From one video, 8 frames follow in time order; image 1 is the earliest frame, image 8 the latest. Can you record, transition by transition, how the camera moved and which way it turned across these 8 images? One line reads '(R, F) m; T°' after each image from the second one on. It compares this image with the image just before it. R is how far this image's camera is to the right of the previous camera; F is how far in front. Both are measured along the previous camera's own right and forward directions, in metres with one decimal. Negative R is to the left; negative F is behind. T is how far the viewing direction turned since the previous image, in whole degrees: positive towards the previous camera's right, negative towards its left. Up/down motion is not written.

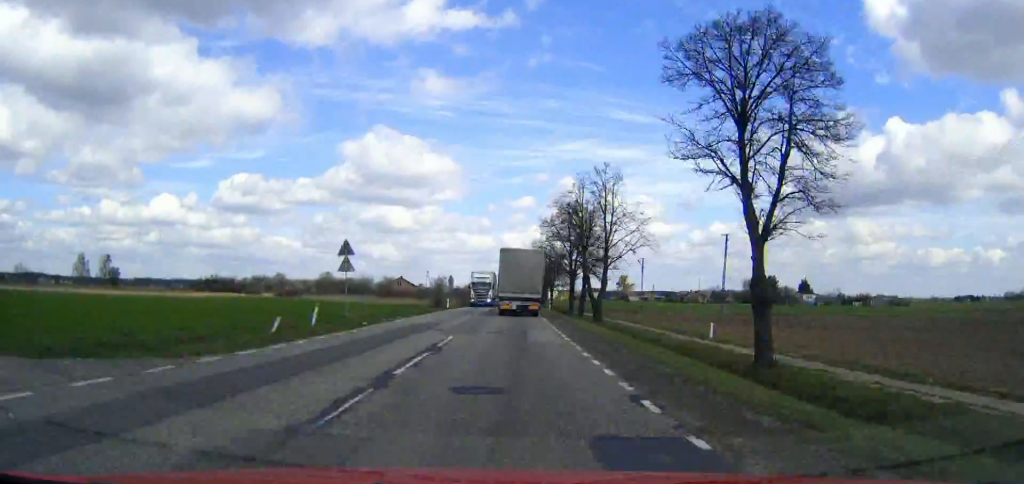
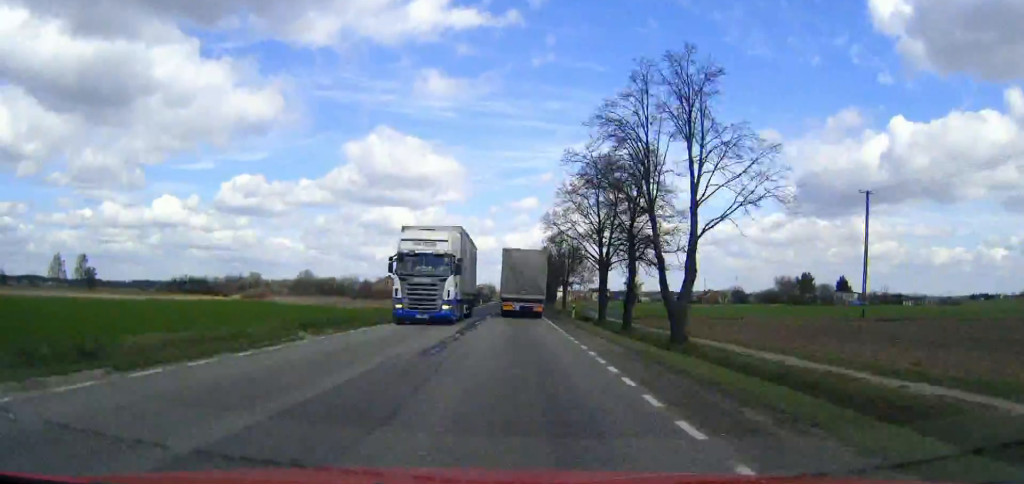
(0.0, +29.6) m; 0°
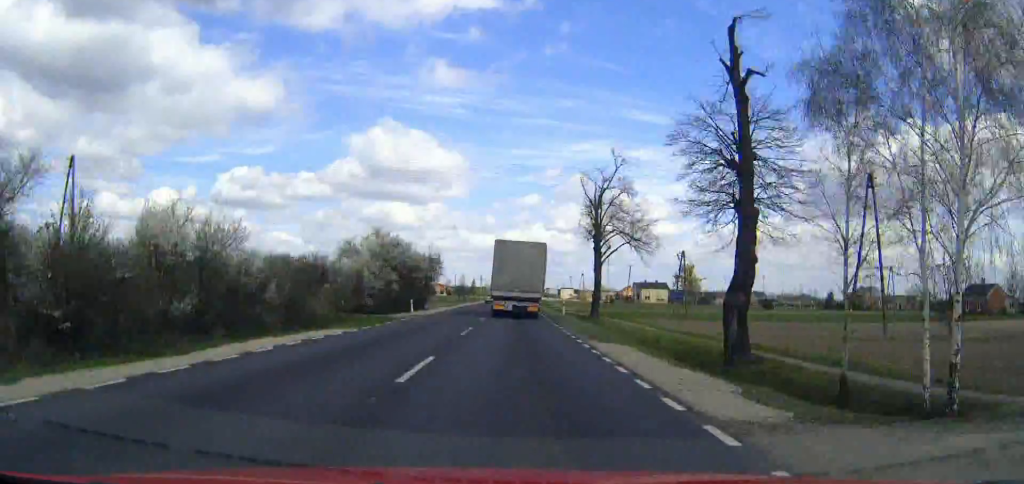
(-0.1, +198.0) m; 0°
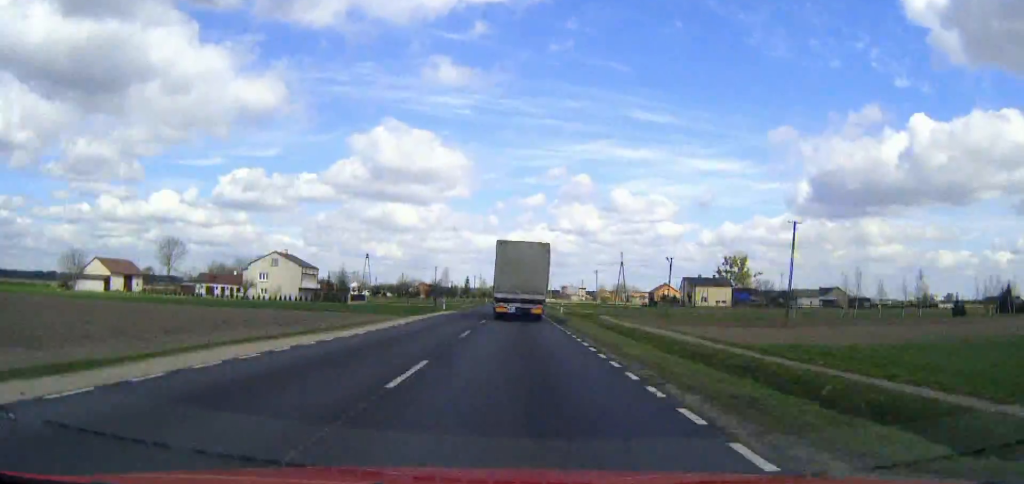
(0.0, +84.0) m; 0°
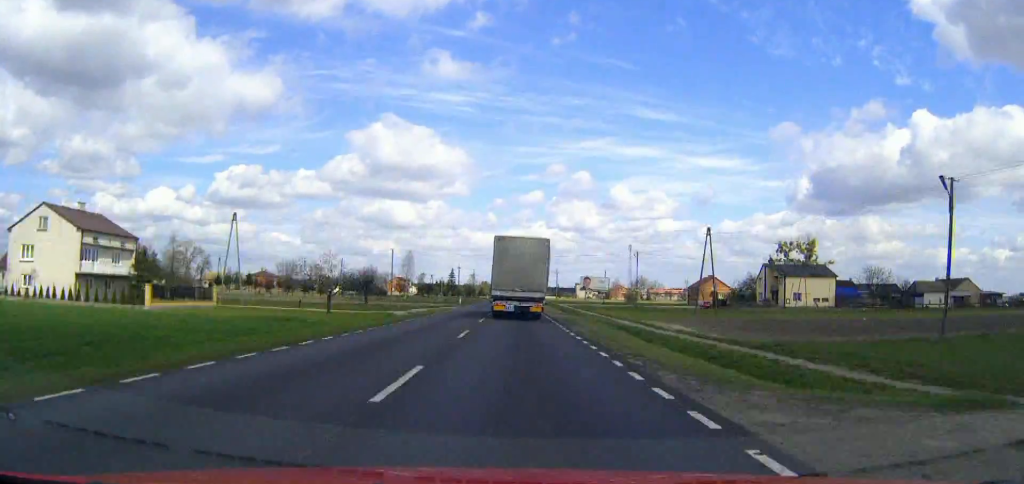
(+0.1, +72.5) m; 0°
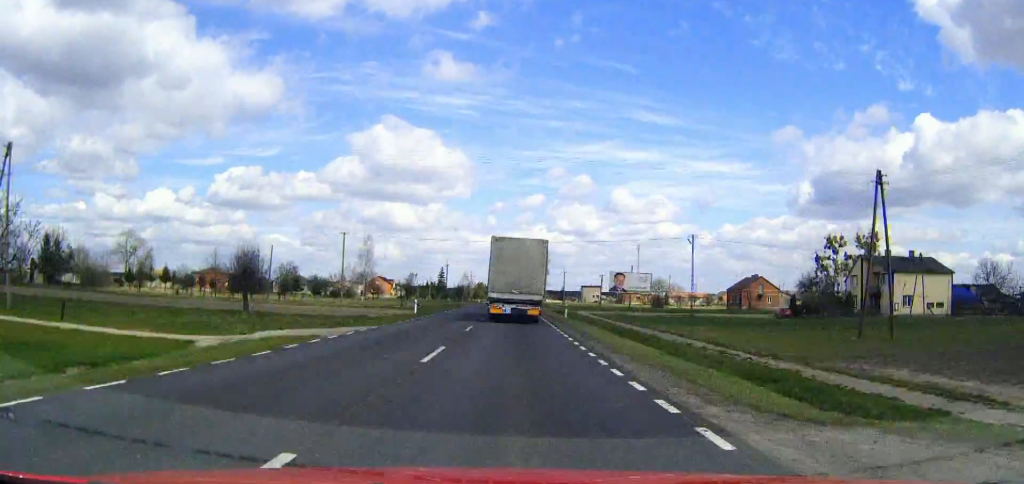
(0.0, +41.9) m; 0°
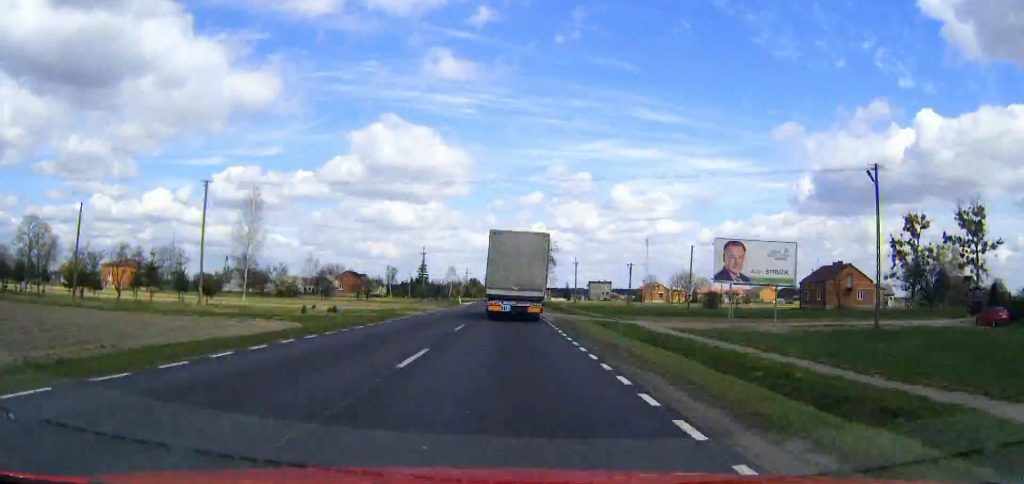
(0.0, +48.7) m; 0°
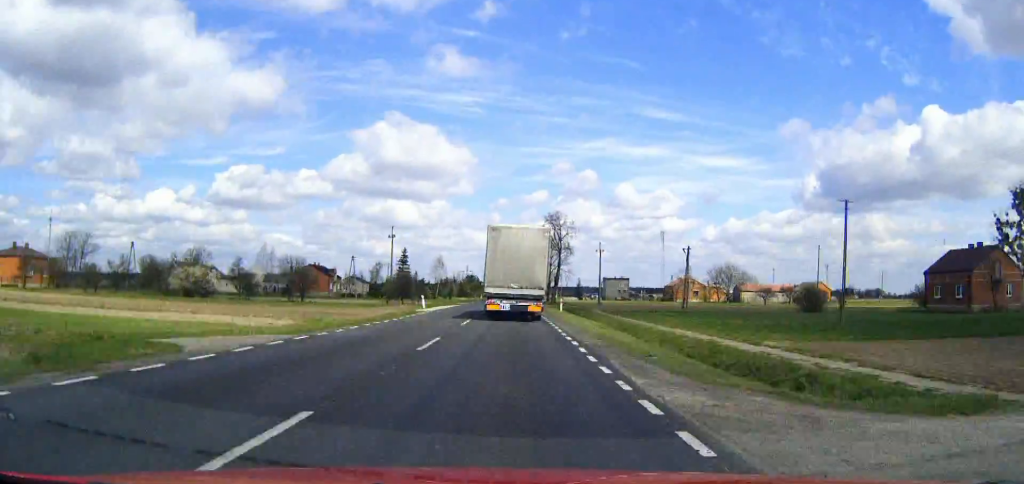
(0.0, +43.9) m; 0°
